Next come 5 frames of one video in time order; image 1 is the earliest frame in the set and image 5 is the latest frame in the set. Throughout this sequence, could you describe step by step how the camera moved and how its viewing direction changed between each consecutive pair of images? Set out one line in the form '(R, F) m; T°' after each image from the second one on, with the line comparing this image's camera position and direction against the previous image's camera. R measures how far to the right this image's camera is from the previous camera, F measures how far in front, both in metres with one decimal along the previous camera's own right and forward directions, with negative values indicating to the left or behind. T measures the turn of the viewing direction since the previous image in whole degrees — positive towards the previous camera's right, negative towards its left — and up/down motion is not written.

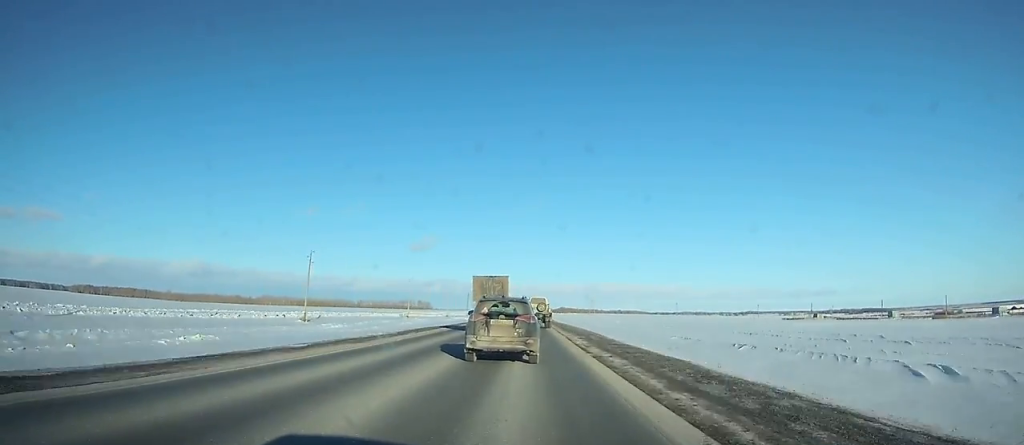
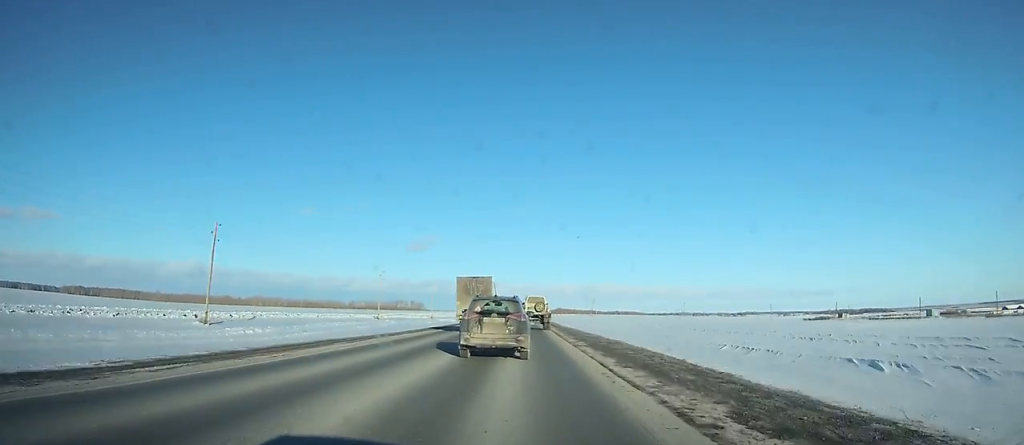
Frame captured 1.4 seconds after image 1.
(0.0, +24.4) m; 0°
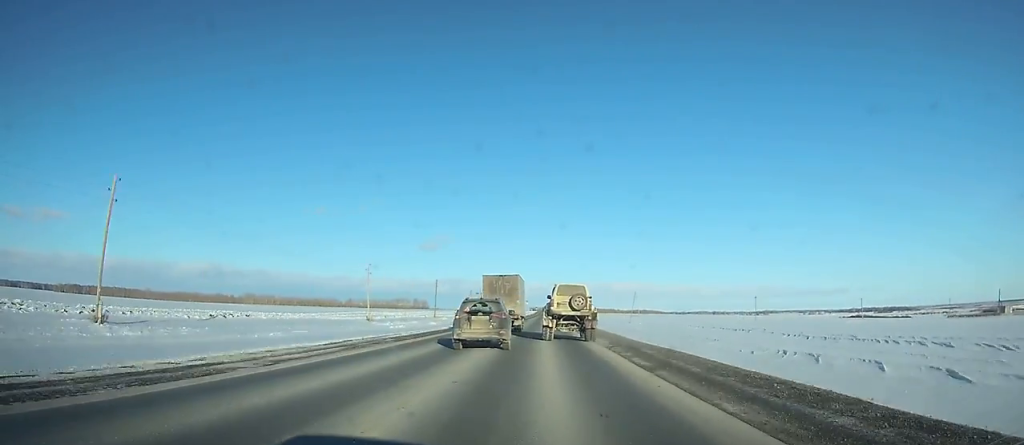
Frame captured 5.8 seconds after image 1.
(-0.4, +79.8) m; -1°
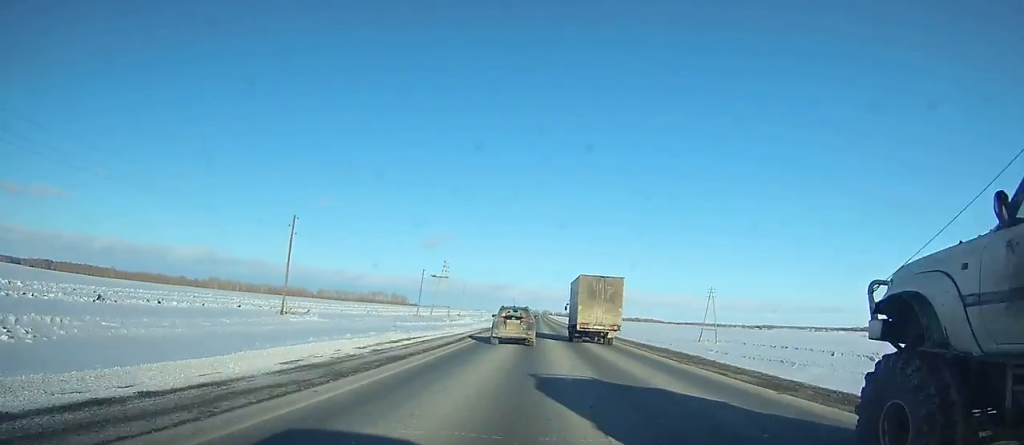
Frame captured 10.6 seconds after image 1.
(-0.3, +95.8) m; 0°
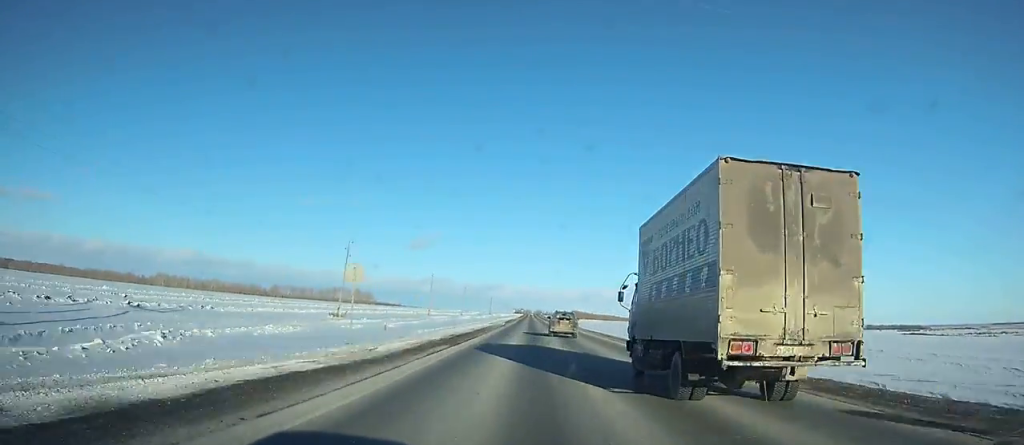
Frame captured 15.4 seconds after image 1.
(+1.1, +109.2) m; +1°
